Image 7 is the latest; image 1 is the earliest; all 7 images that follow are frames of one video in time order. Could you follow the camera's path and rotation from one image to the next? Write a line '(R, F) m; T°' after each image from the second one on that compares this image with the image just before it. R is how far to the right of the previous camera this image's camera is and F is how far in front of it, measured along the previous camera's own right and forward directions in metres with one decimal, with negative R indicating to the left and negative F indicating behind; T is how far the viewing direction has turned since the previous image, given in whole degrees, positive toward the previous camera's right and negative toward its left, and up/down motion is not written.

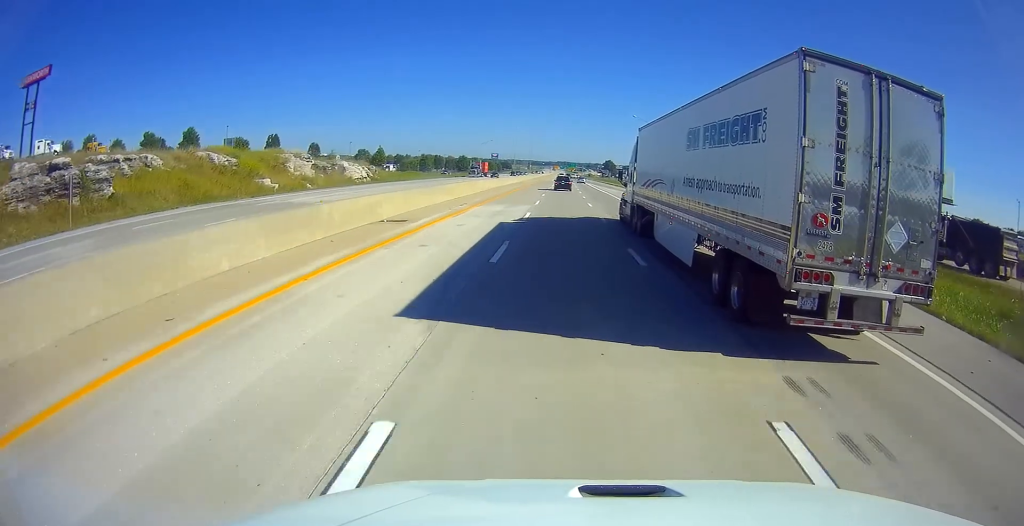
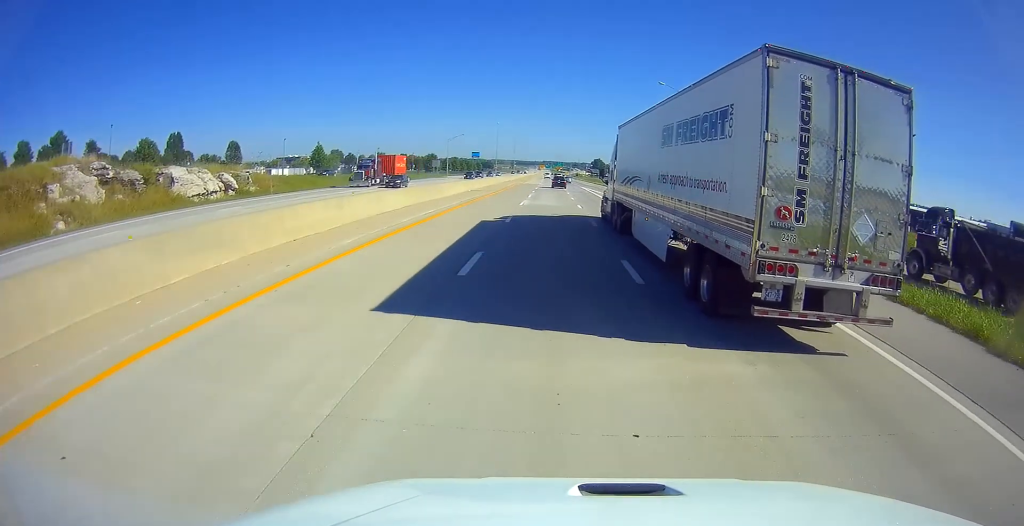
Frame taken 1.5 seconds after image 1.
(-0.3, +39.8) m; 0°
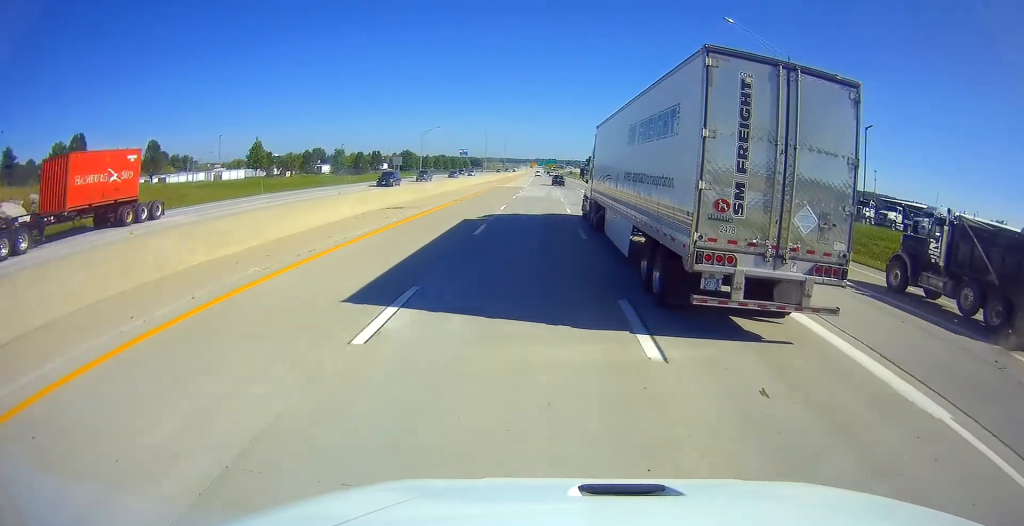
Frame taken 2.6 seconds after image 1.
(+0.8, +29.5) m; +2°
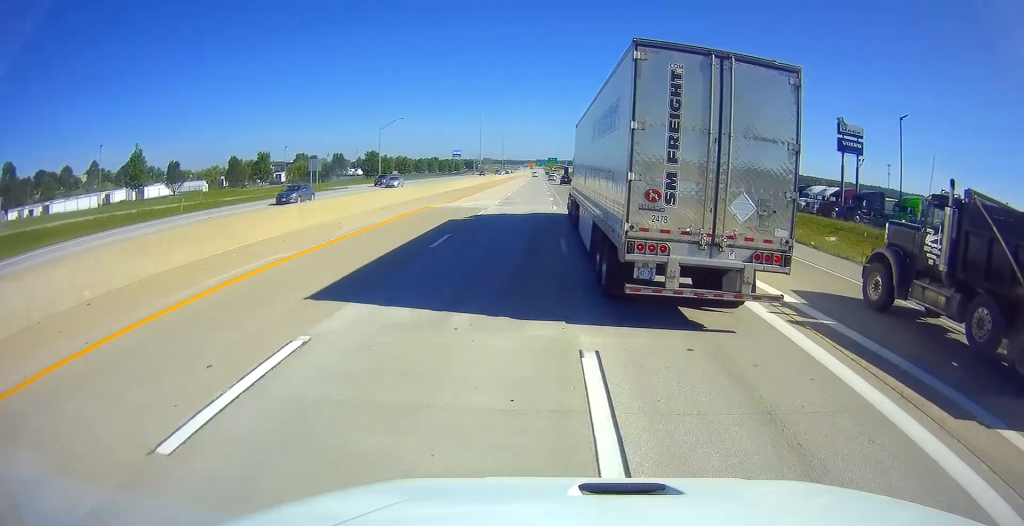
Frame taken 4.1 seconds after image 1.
(+0.1, +40.1) m; 0°
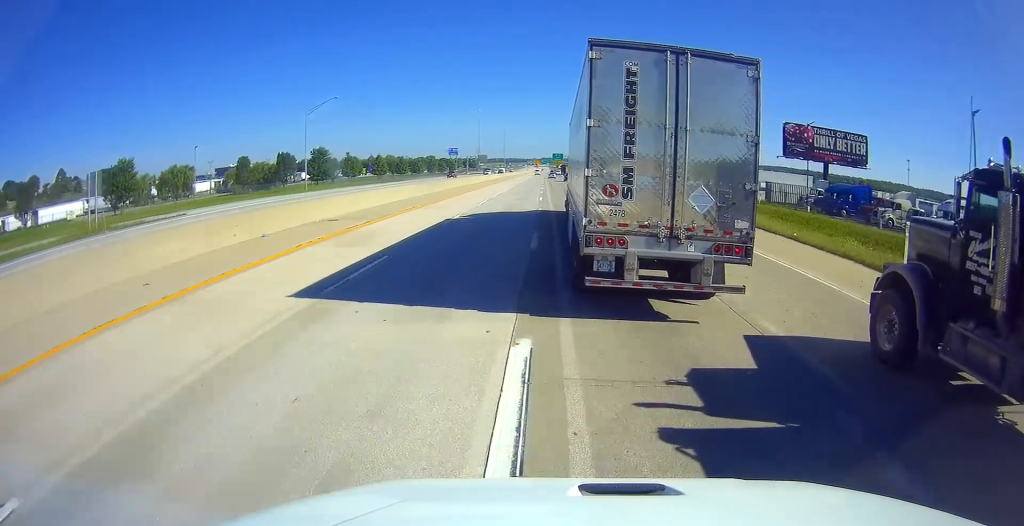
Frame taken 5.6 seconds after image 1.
(0.0, +41.4) m; 0°
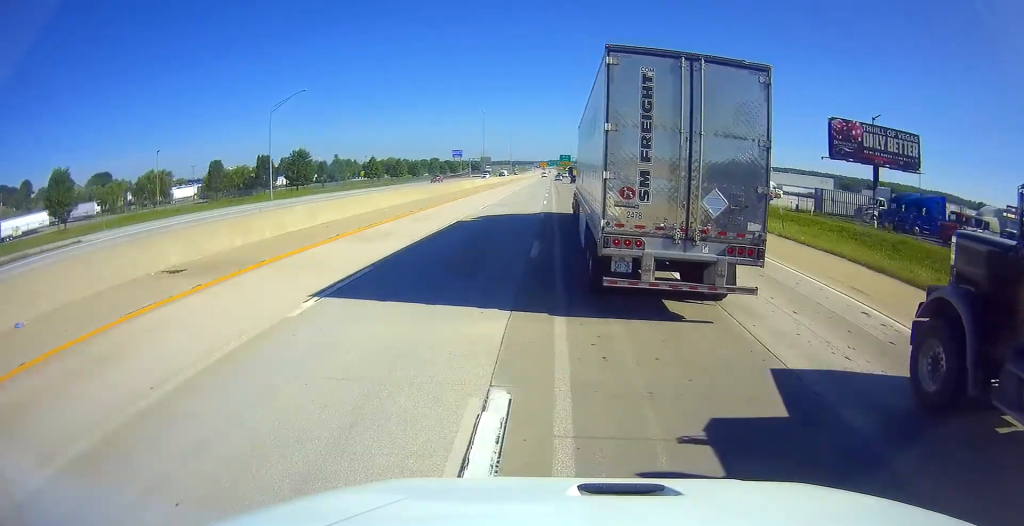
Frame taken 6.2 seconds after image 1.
(0.0, +13.9) m; -1°
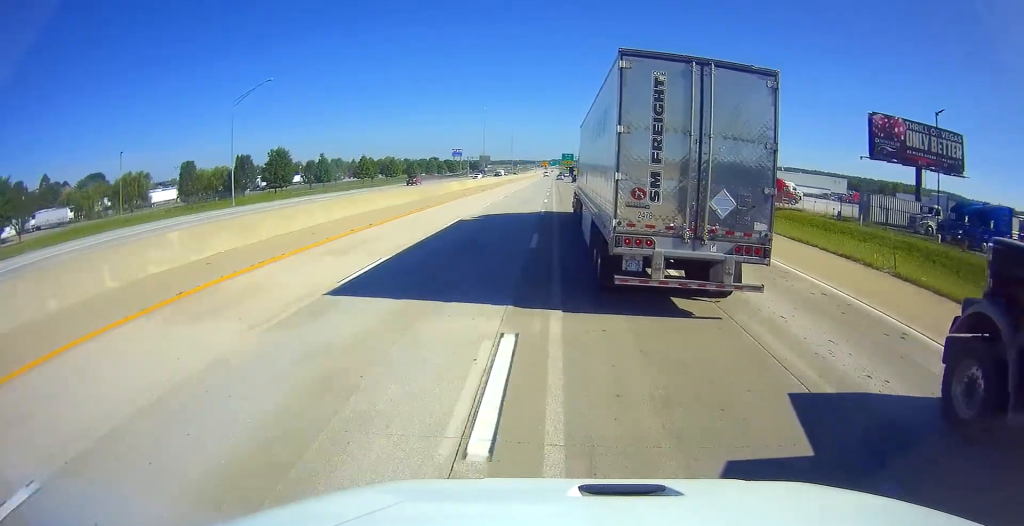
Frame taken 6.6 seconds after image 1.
(+0.1, +10.4) m; -1°
